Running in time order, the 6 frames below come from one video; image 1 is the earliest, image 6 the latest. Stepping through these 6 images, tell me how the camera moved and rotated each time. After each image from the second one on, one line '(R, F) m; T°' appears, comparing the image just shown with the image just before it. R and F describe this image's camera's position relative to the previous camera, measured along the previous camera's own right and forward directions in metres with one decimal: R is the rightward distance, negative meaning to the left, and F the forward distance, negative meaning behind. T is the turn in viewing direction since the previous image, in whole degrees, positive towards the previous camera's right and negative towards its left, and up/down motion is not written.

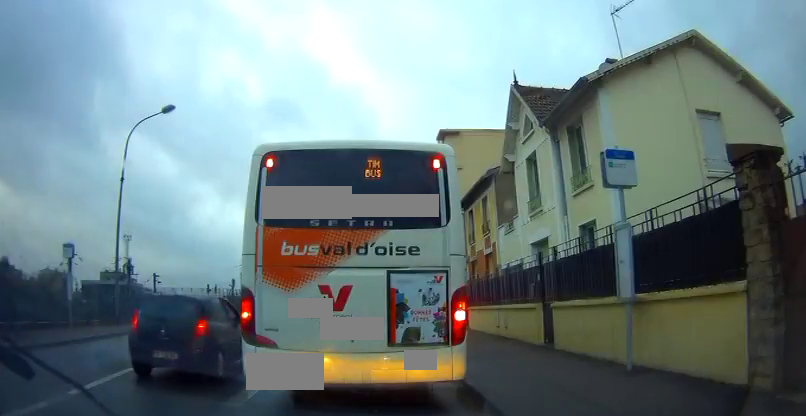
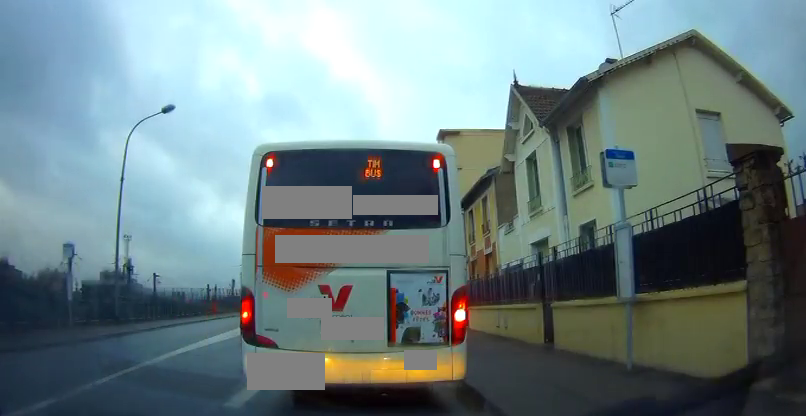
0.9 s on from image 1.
(-0.1, +0.1) m; 0°
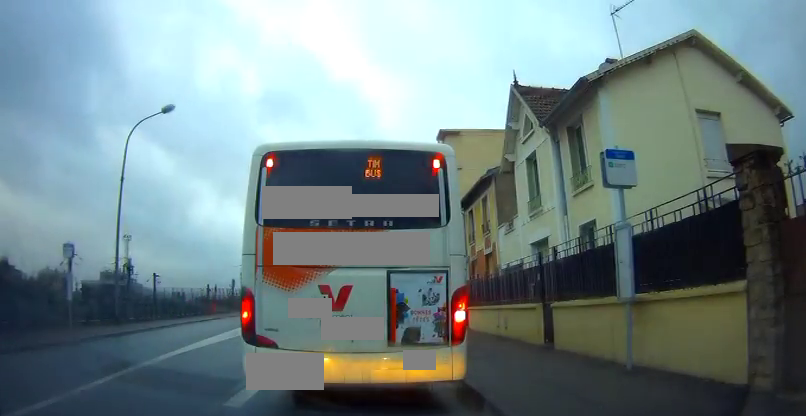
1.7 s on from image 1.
(-0.1, +0.1) m; 0°
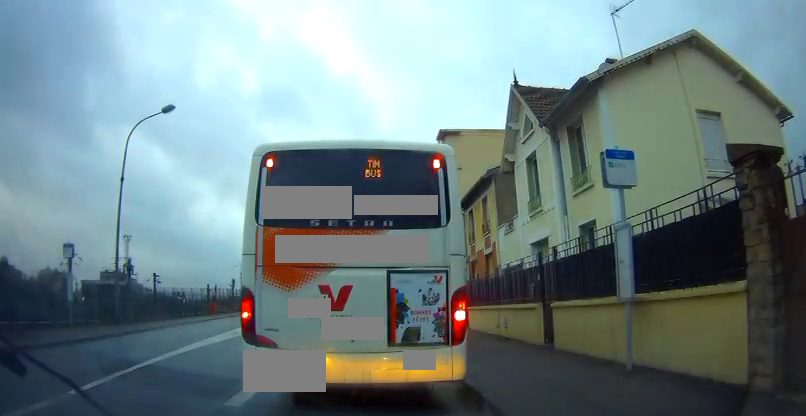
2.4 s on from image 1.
(-0.1, +0.1) m; 0°
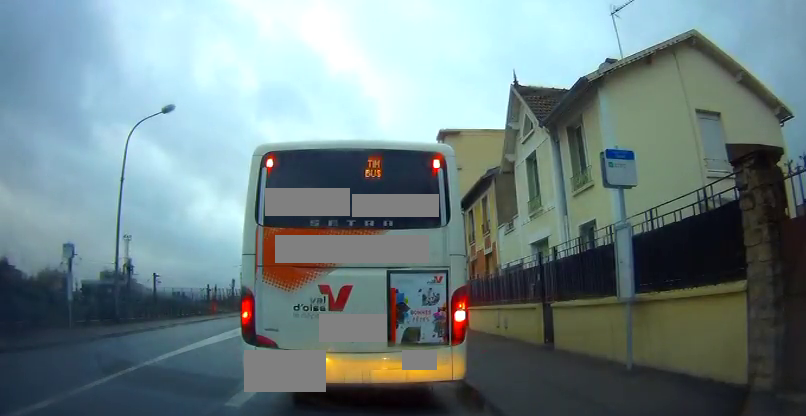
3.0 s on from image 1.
(-0.1, 0.0) m; 0°
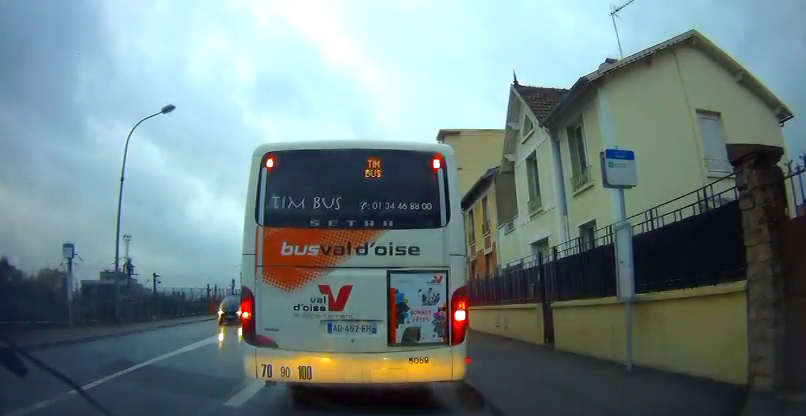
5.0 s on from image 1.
(-0.2, +0.2) m; 0°
